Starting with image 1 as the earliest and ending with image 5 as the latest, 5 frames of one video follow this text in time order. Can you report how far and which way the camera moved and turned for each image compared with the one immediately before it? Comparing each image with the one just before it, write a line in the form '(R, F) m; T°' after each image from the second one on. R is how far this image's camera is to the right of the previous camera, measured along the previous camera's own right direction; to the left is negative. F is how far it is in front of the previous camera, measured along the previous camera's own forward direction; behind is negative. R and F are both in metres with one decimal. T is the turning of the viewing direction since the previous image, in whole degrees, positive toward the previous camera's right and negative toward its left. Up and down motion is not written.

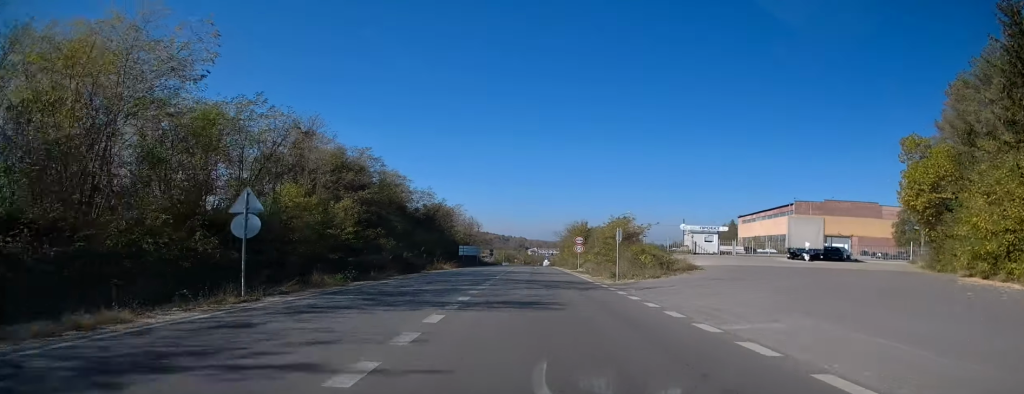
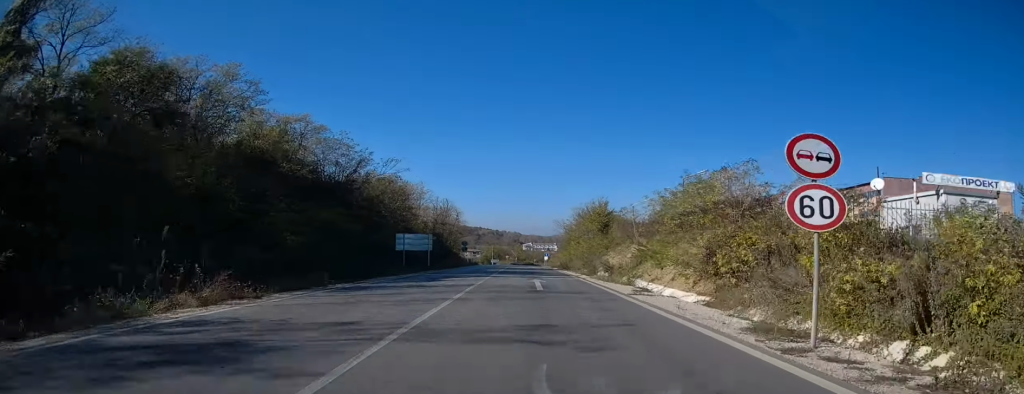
(+0.3, +35.8) m; 0°
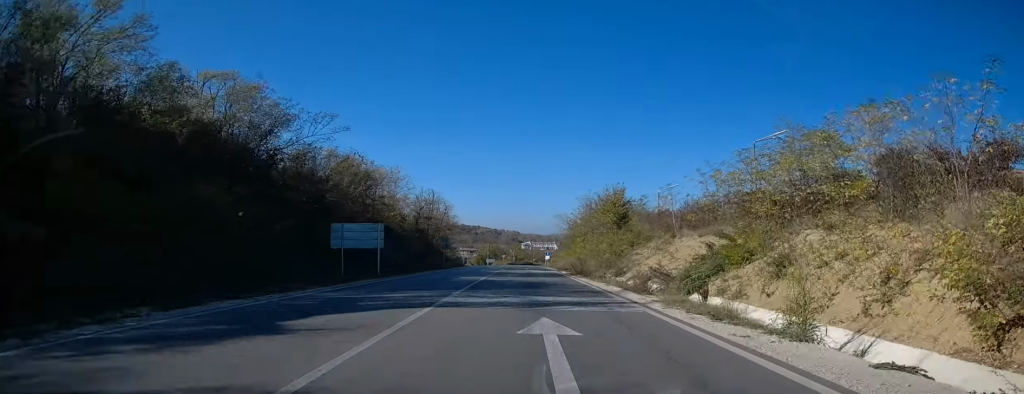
(-0.2, +14.7) m; 0°
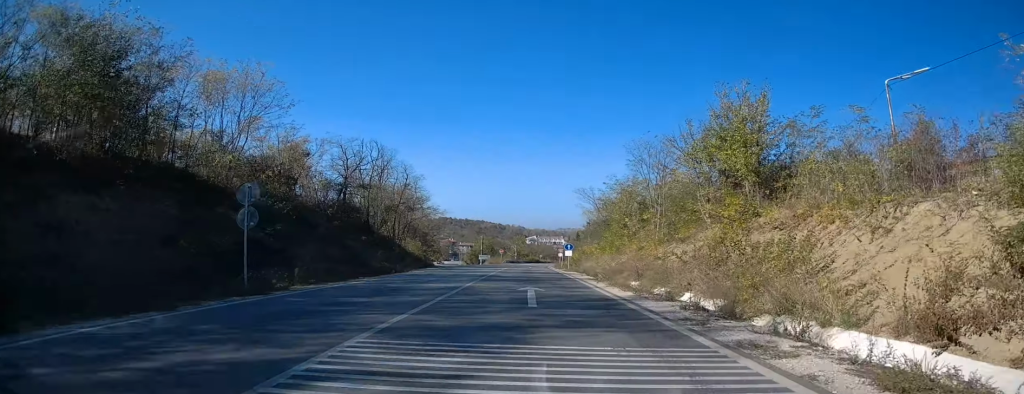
(+0.5, +37.7) m; 0°
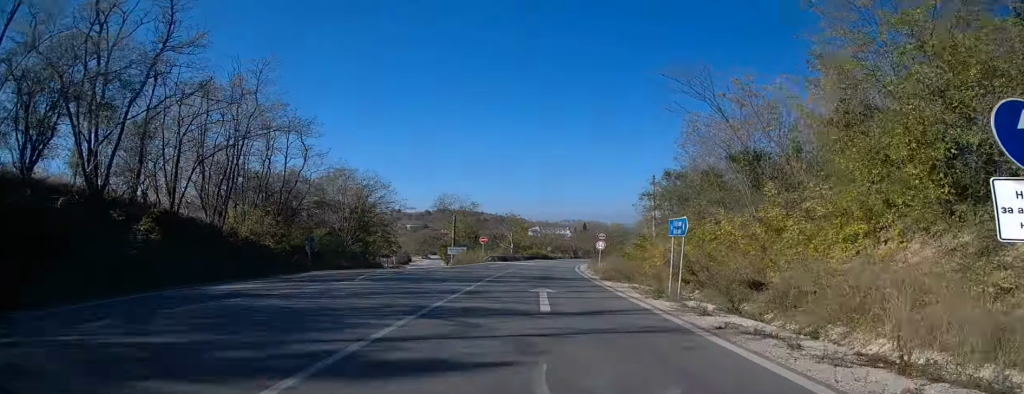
(-0.2, +48.2) m; 0°
